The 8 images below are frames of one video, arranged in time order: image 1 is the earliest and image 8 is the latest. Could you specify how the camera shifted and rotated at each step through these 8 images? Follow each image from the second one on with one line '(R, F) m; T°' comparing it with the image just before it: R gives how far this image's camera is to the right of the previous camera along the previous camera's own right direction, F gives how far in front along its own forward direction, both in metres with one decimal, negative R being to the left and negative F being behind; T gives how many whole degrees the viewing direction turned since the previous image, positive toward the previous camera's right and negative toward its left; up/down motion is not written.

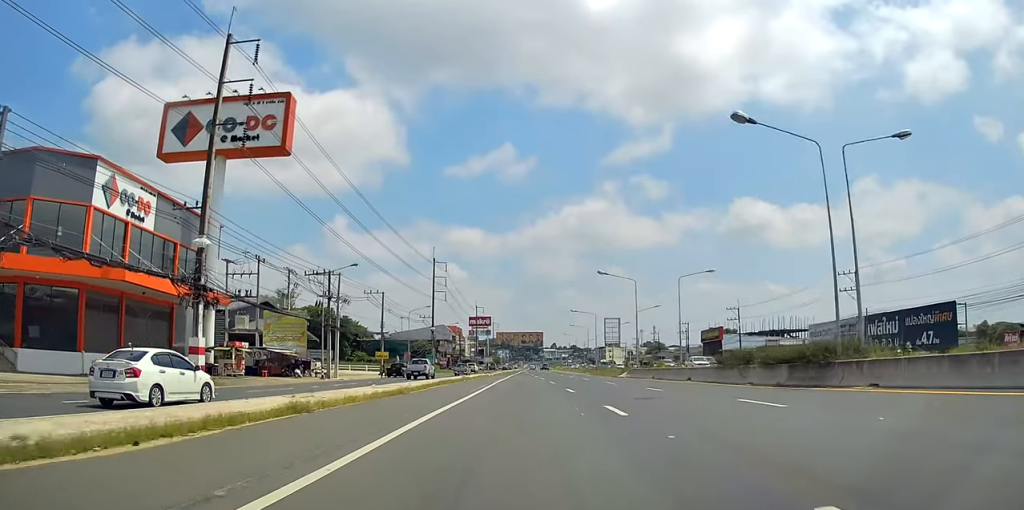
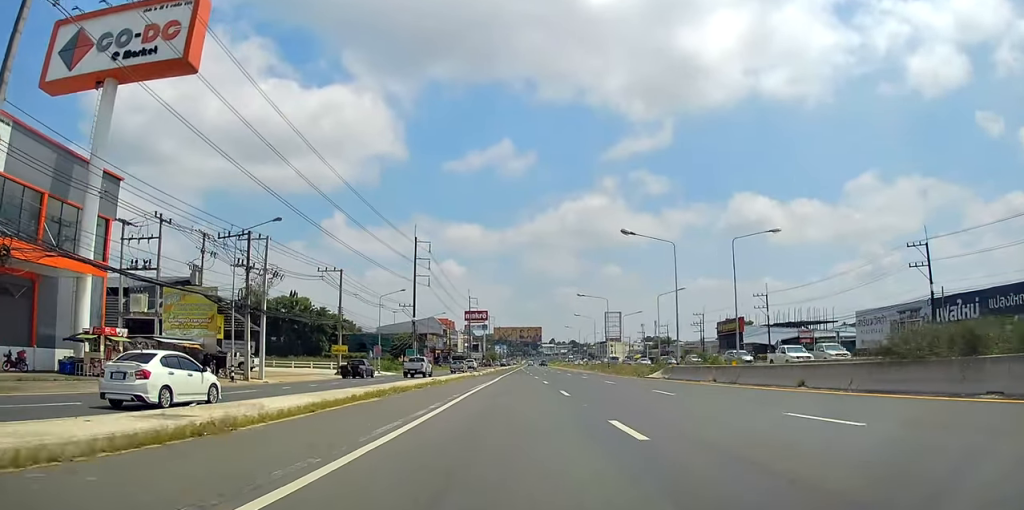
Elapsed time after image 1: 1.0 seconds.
(+0.7, +17.2) m; 0°
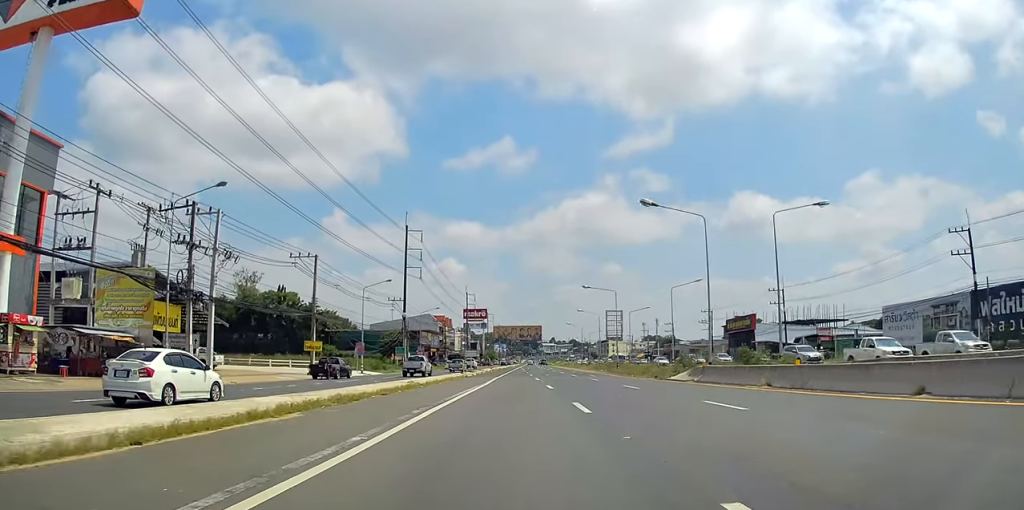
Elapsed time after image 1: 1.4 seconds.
(-0.3, +7.5) m; -1°
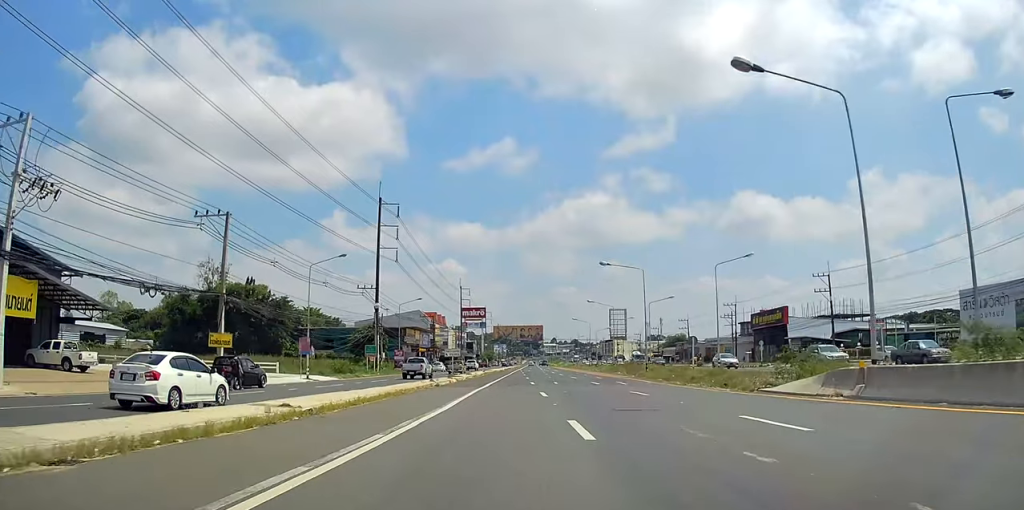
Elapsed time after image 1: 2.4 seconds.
(-0.4, +16.7) m; -2°
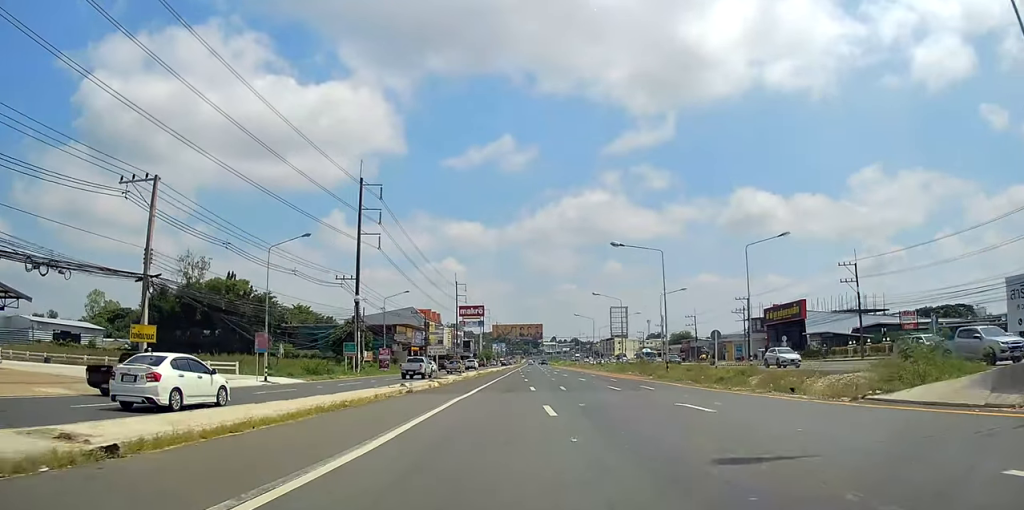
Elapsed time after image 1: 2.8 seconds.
(0.0, +7.8) m; 0°
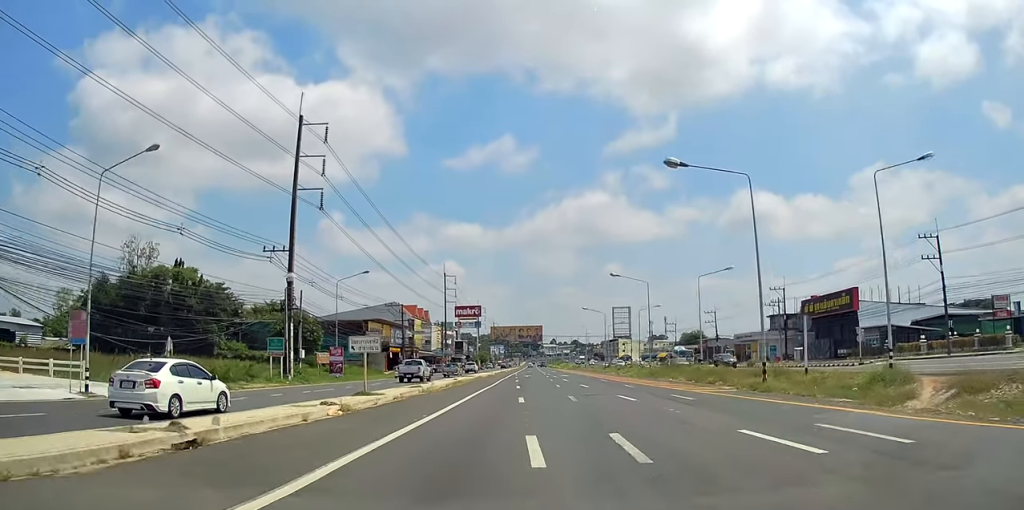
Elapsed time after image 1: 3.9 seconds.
(0.0, +18.9) m; 0°
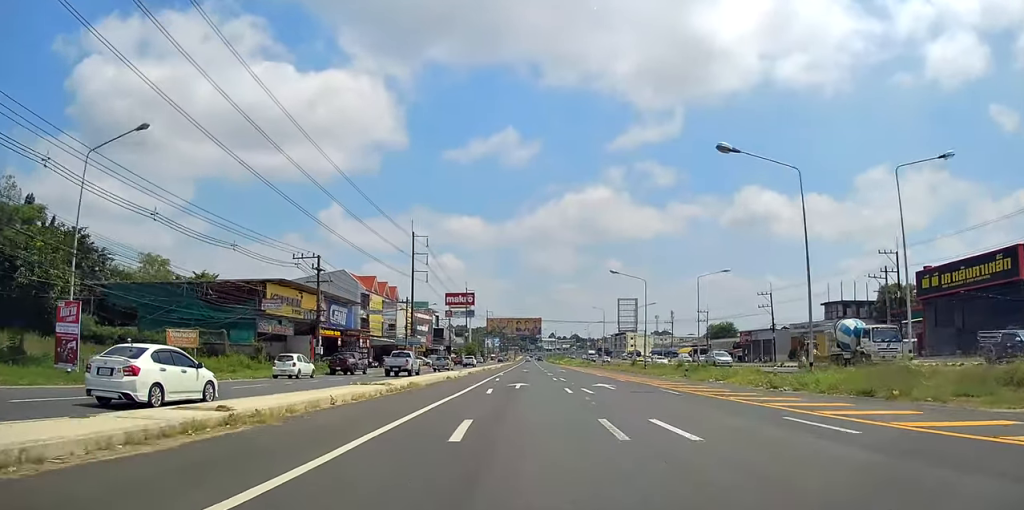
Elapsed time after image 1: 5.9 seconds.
(-0.1, +34.8) m; 0°
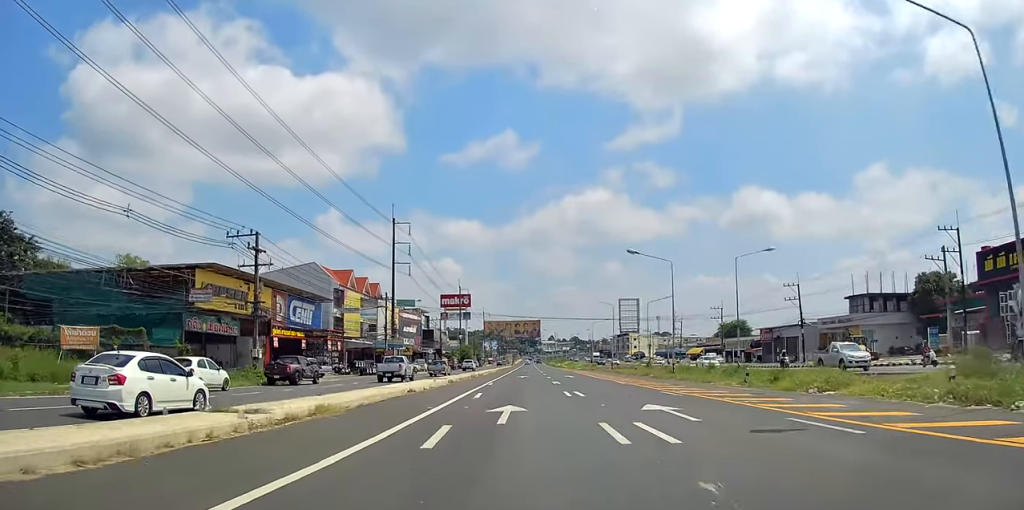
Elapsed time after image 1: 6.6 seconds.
(+0.1, +12.7) m; 0°
